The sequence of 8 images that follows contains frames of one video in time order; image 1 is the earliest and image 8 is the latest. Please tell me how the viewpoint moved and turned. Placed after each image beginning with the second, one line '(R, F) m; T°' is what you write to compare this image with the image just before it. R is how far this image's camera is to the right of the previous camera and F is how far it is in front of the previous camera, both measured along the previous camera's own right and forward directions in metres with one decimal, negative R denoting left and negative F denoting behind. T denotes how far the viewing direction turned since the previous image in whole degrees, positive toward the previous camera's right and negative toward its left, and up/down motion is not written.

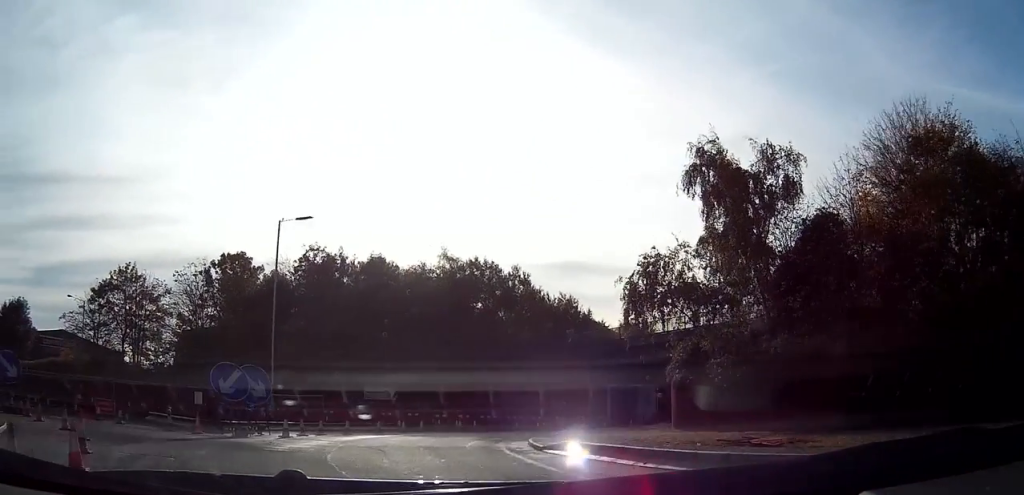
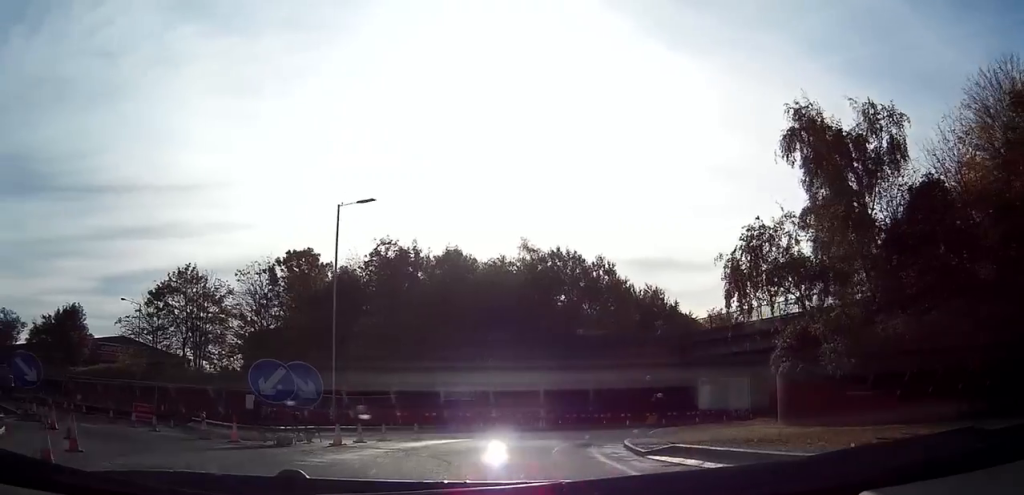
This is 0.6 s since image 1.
(-0.1, +3.4) m; -7°
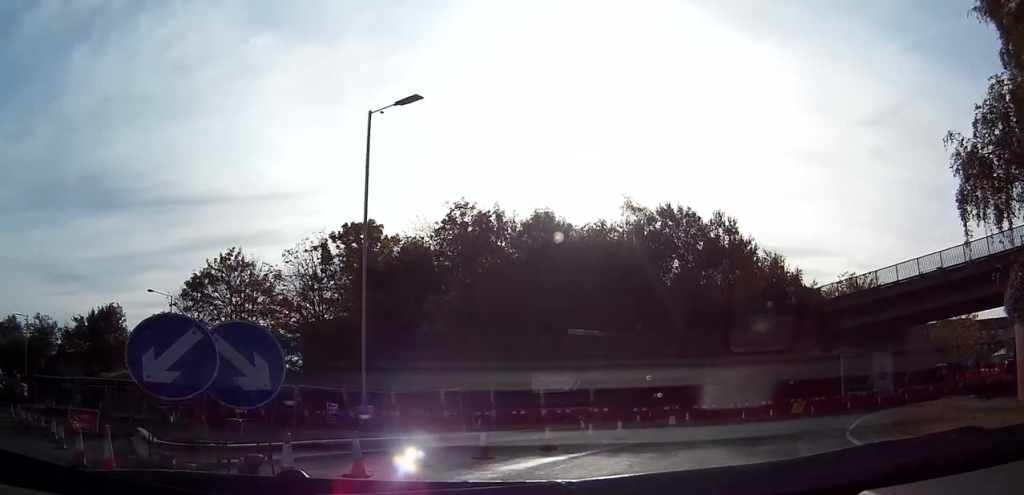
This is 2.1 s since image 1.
(-1.4, +10.4) m; -6°
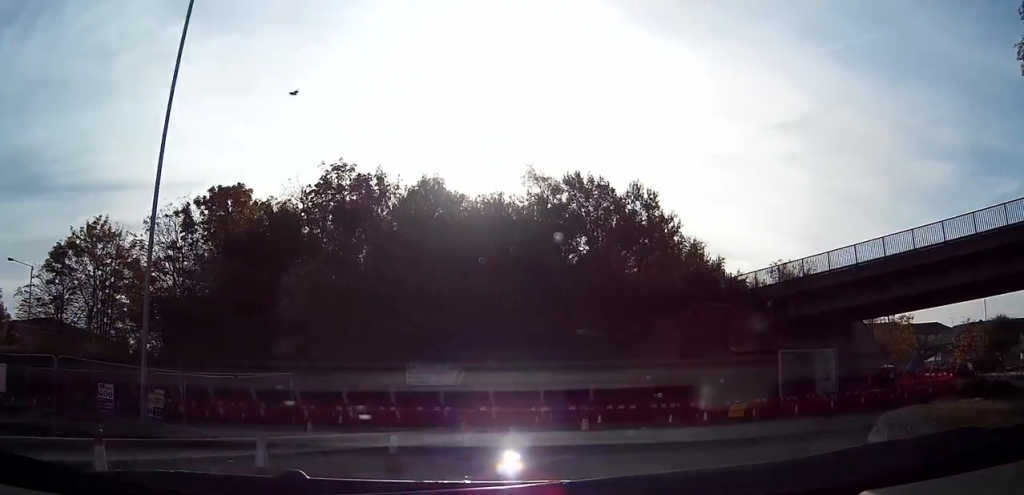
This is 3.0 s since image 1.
(+0.2, +6.9) m; +5°
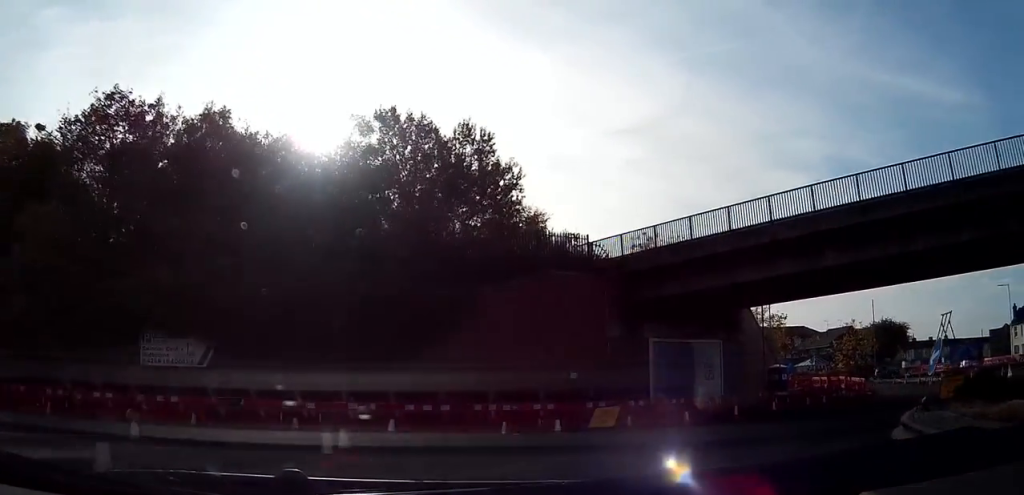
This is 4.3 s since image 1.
(+0.8, +10.4) m; +12°
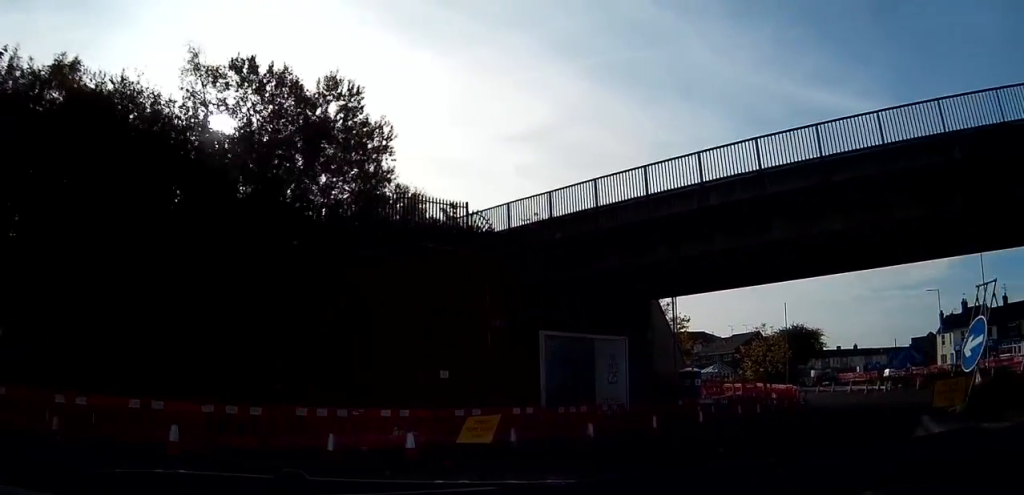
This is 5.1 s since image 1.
(+0.6, +6.2) m; +9°
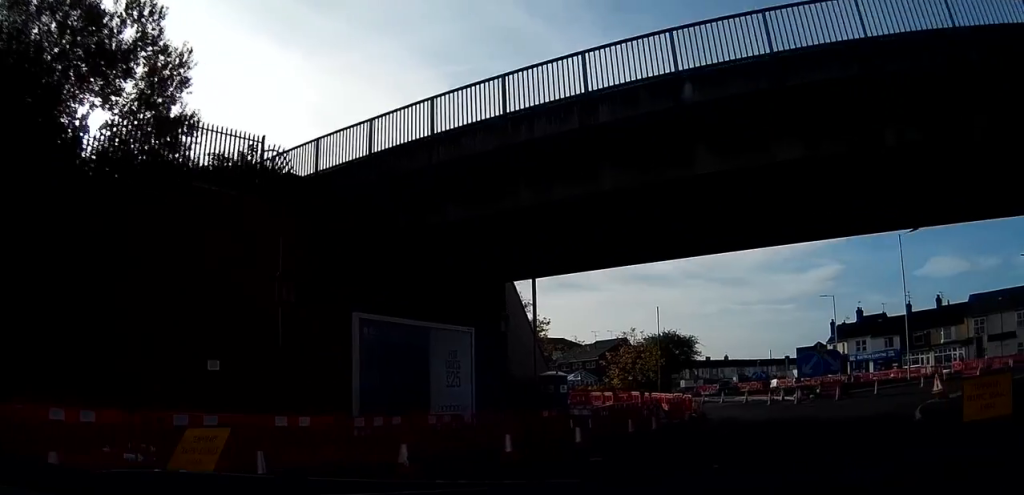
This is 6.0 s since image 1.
(+0.8, +7.3) m; +11°
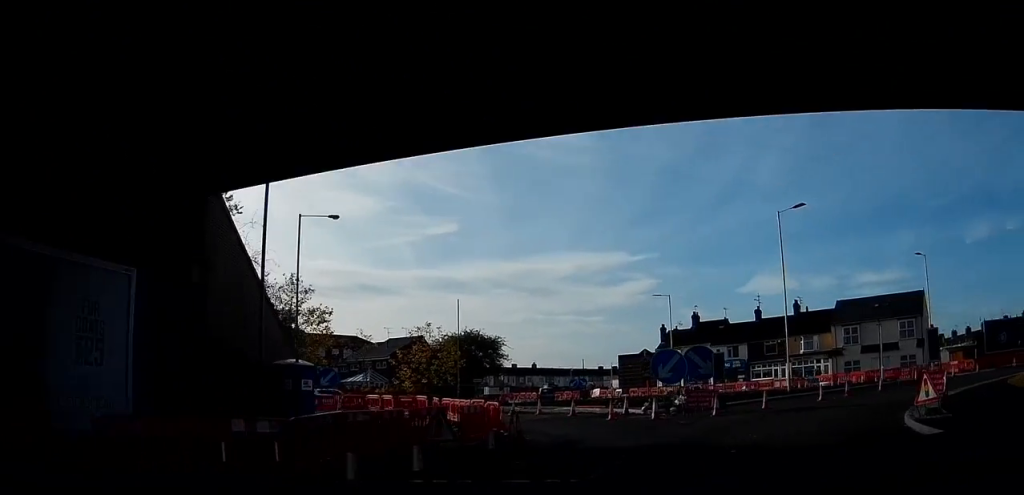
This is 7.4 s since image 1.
(+1.3, +10.6) m; +13°
